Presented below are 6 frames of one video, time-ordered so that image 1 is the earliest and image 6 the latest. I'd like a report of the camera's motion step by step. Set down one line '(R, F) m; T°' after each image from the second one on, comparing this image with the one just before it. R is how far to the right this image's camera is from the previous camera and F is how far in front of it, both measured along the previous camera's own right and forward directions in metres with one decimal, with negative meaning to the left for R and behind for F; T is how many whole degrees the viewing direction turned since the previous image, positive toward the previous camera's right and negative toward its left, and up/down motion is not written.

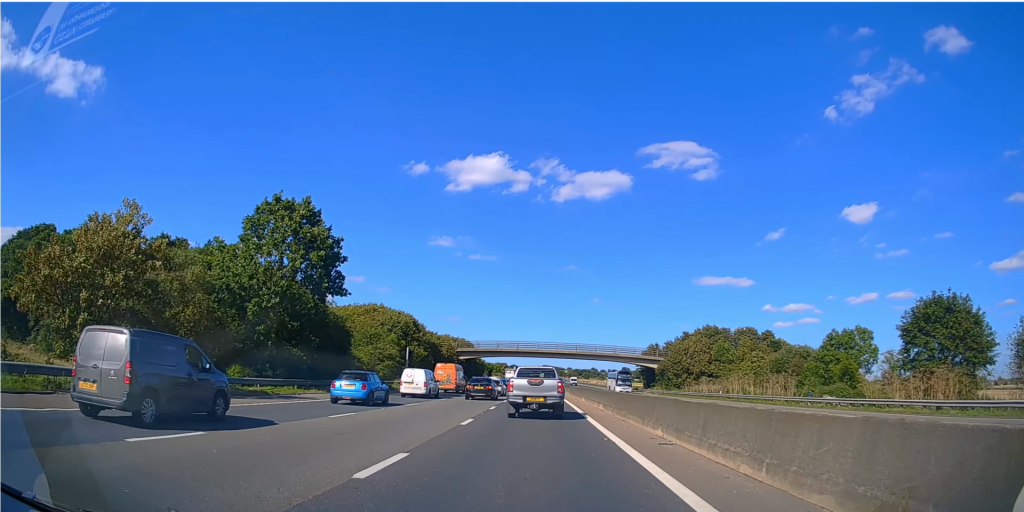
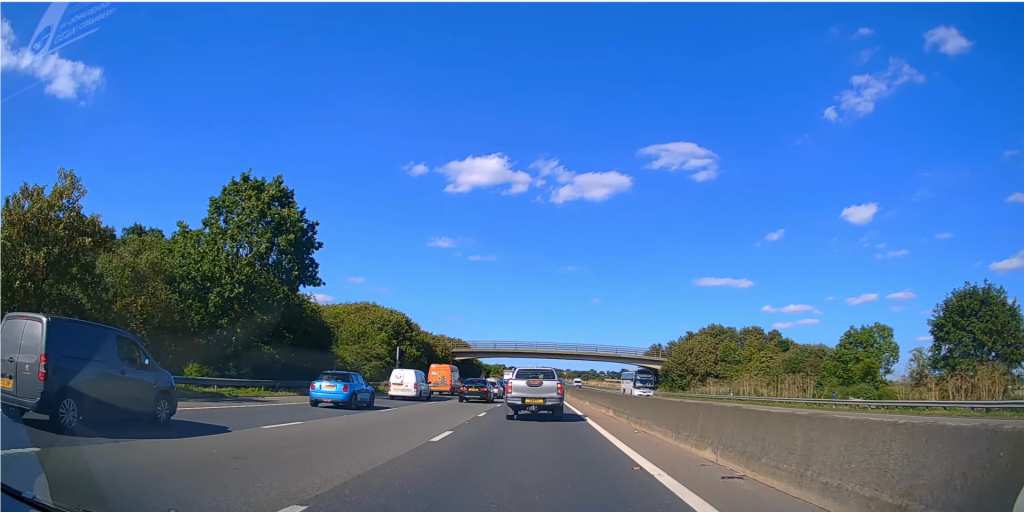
(+0.1, +4.4) m; 0°
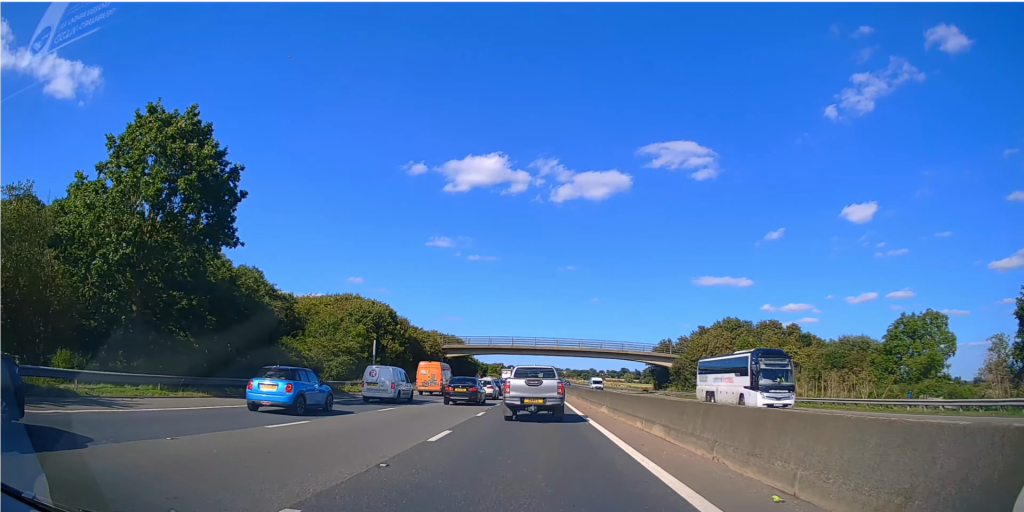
(0.0, +9.5) m; +1°
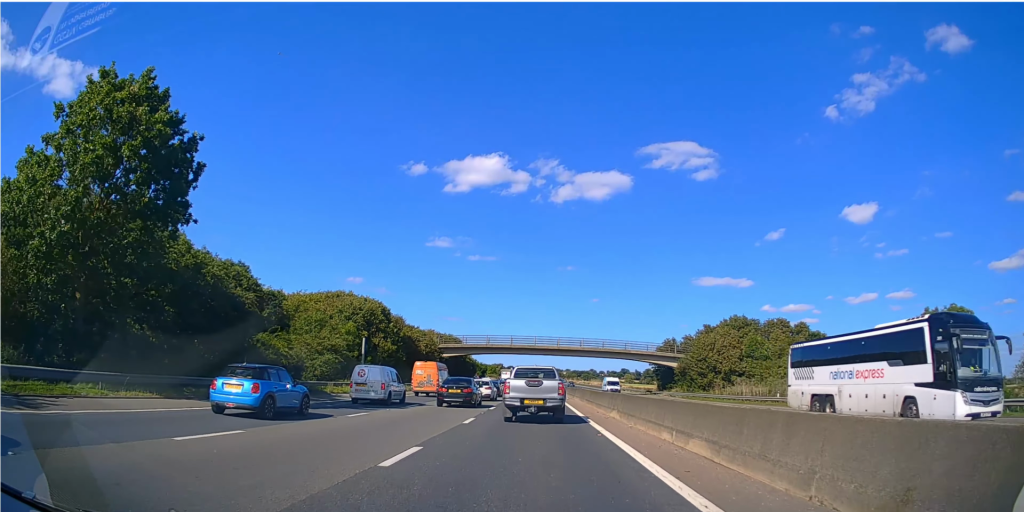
(0.0, +3.8) m; +1°
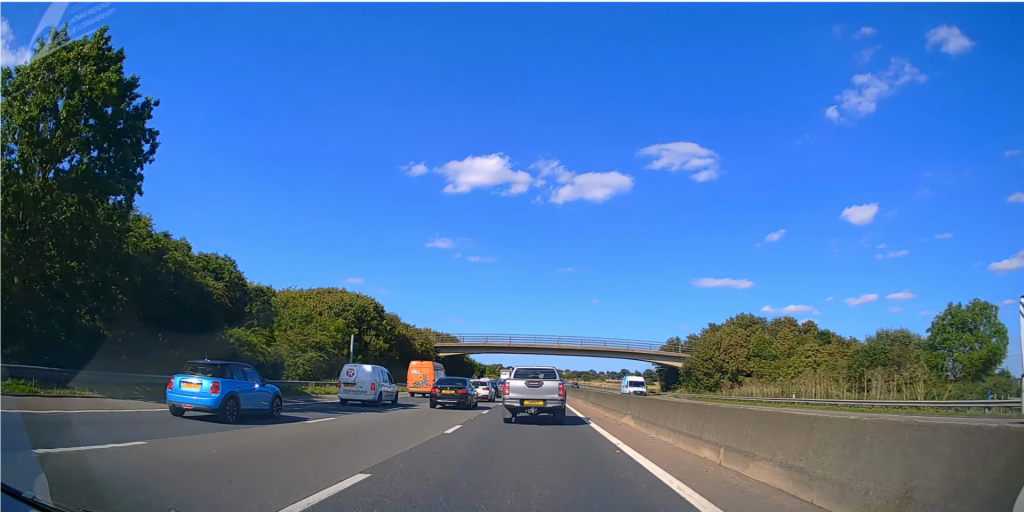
(+0.1, +3.5) m; +1°
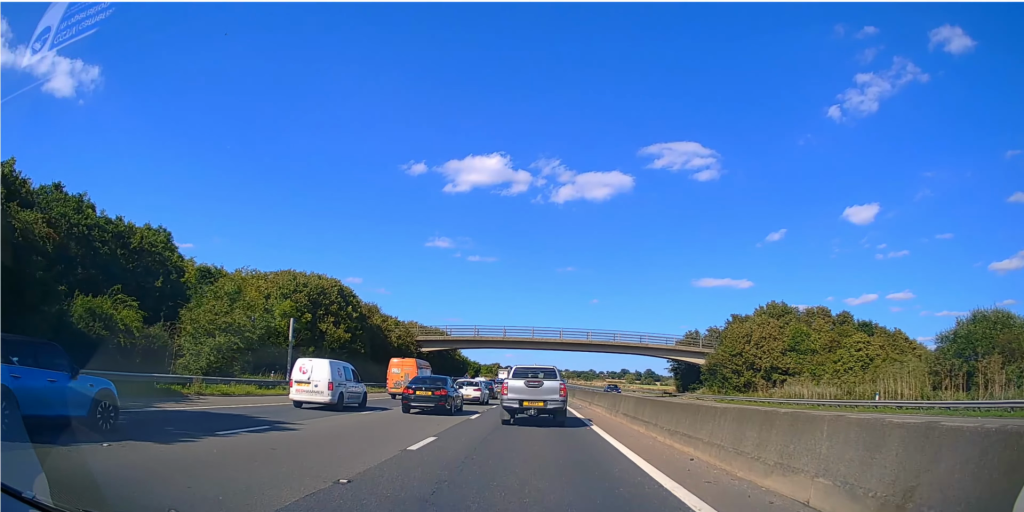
(-0.2, +13.5) m; -1°
